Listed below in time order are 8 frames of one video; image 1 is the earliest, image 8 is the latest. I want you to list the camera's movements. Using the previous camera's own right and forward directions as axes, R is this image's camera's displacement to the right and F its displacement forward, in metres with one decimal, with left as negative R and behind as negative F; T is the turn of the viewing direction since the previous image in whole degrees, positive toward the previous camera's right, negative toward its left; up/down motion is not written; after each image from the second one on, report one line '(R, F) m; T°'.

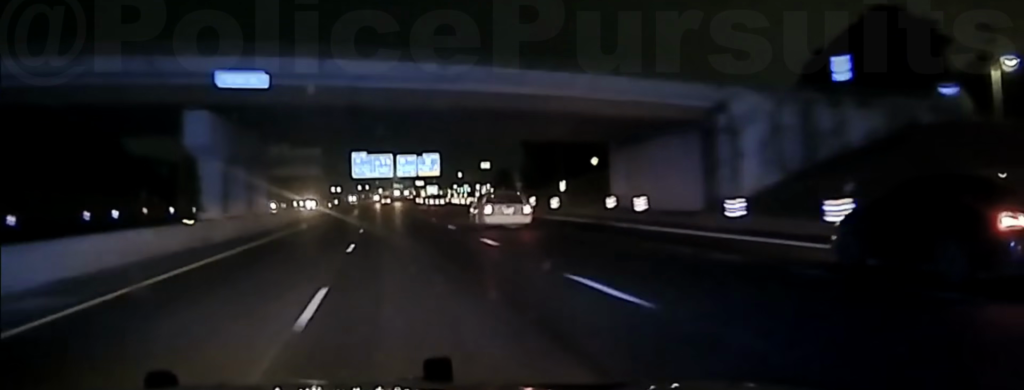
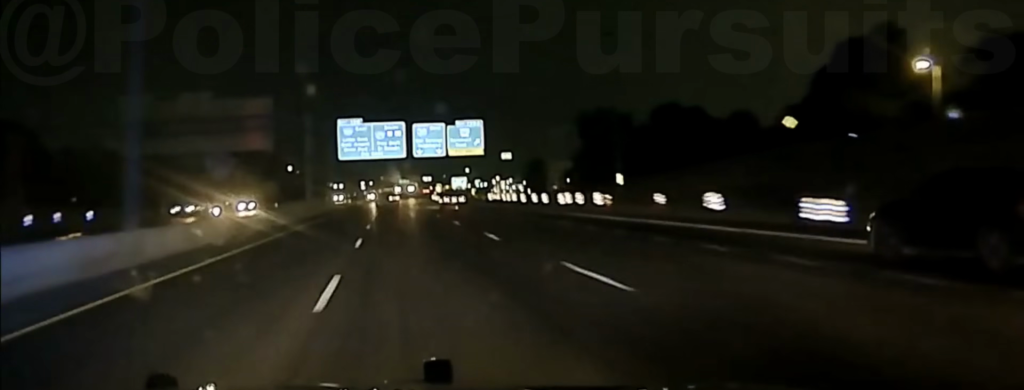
(-0.5, +75.2) m; -1°
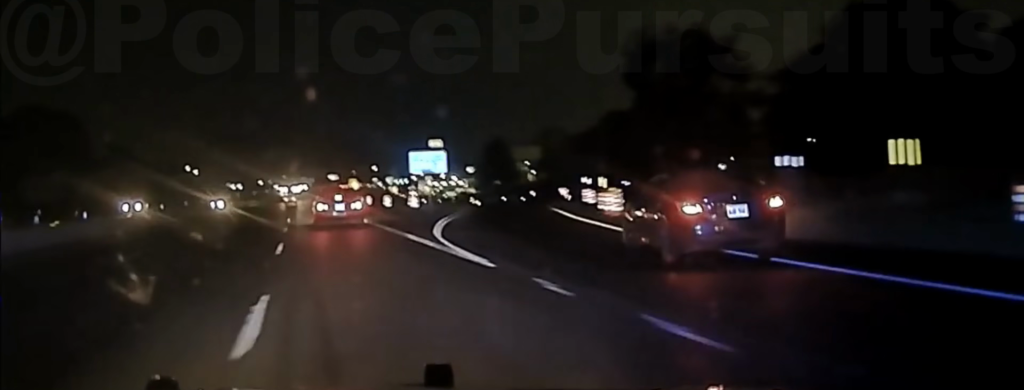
(+0.7, +94.7) m; +3°
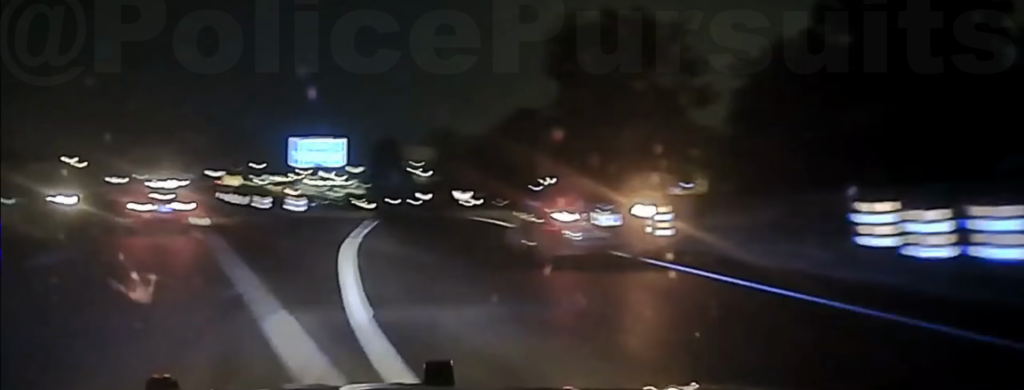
(-0.2, +17.1) m; +2°
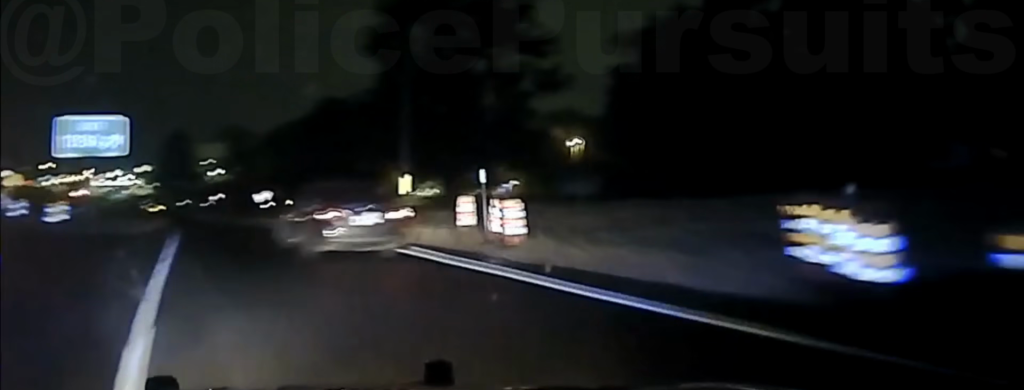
(+0.7, +15.8) m; +4°
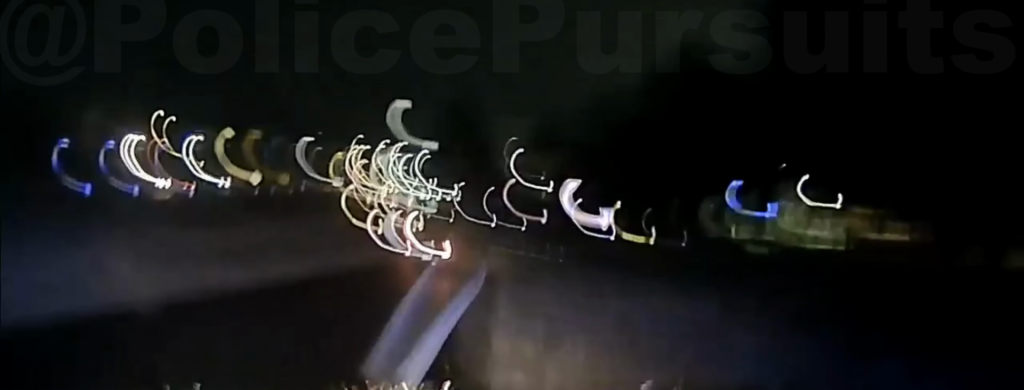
(+6.8, +53.3) m; +14°
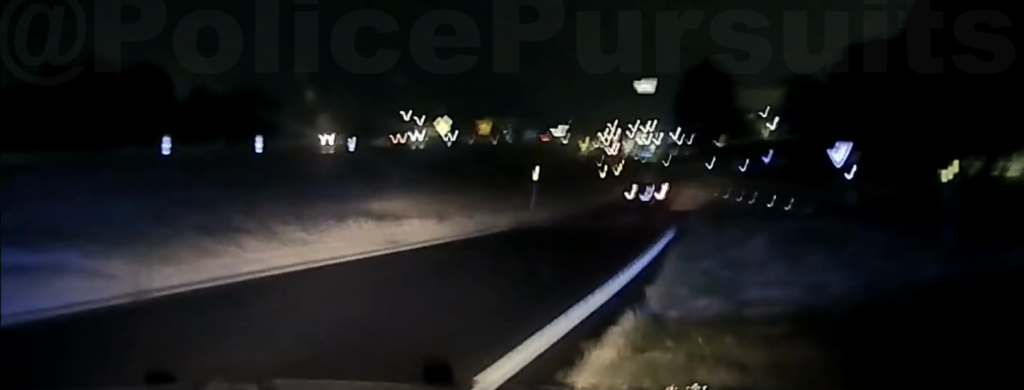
(+1.2, +13.3) m; -4°
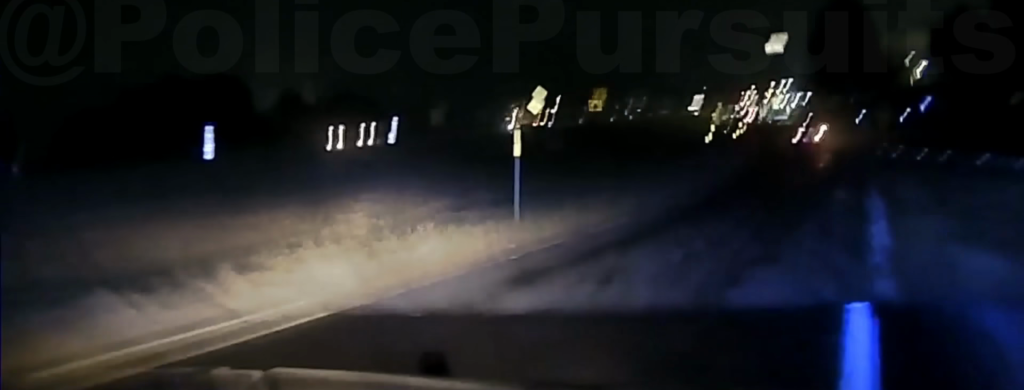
(-1.6, +21.0) m; -10°
